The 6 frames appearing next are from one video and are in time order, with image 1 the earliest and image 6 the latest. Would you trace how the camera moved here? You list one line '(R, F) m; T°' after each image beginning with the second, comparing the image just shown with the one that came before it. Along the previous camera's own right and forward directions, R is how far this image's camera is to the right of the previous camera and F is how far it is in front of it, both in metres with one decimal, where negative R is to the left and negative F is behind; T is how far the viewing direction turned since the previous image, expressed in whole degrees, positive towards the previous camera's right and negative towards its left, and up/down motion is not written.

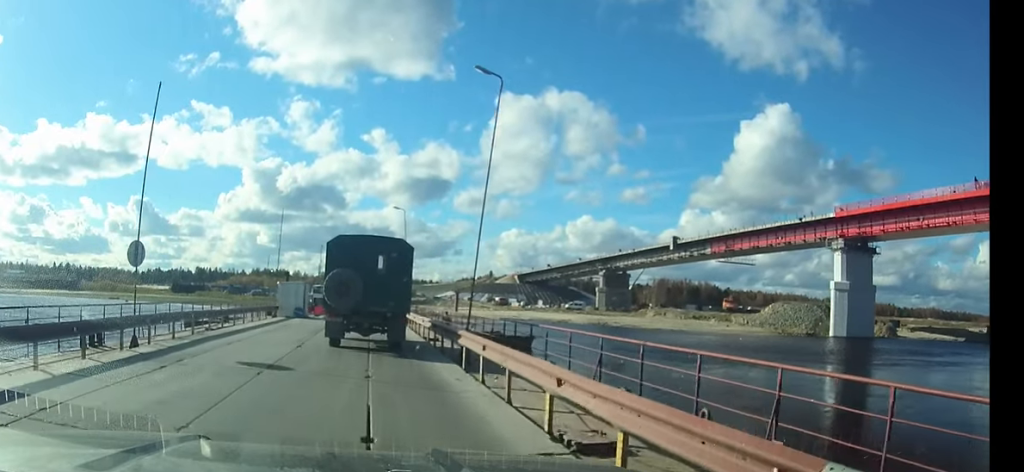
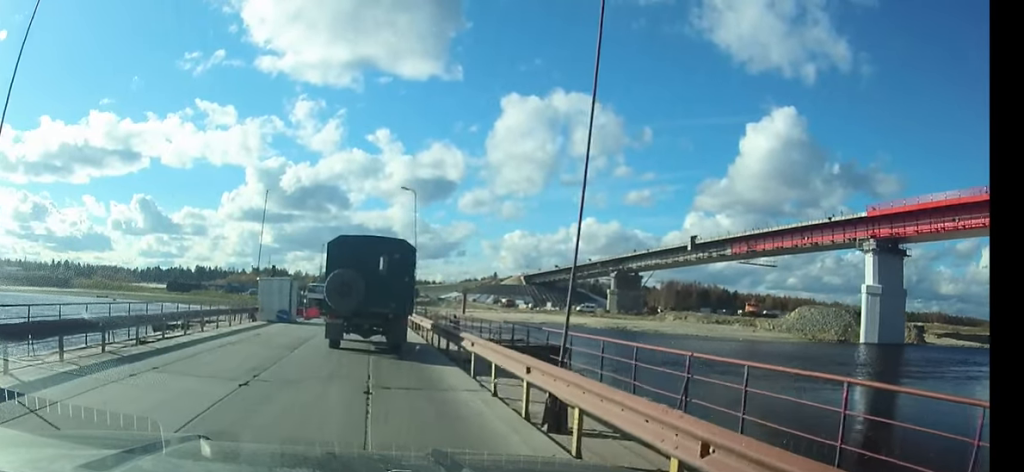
(0.0, +7.6) m; 0°
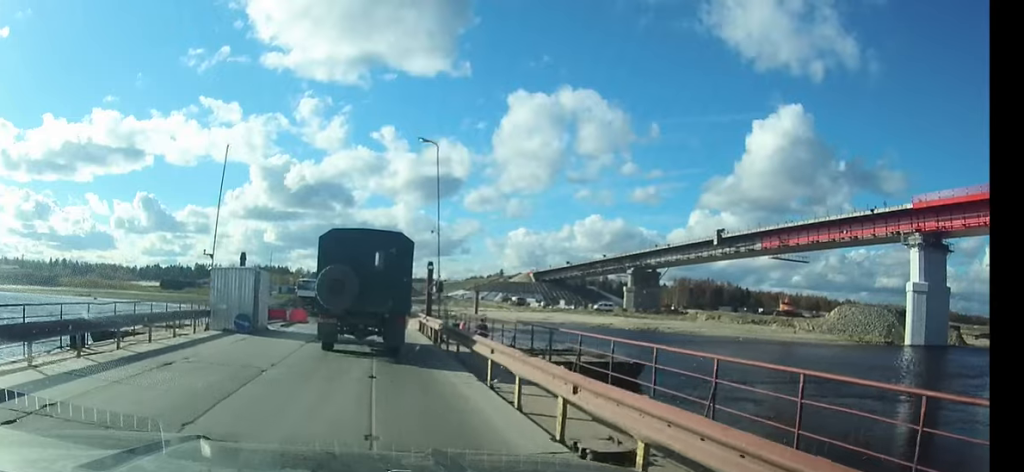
(0.0, +10.0) m; 0°
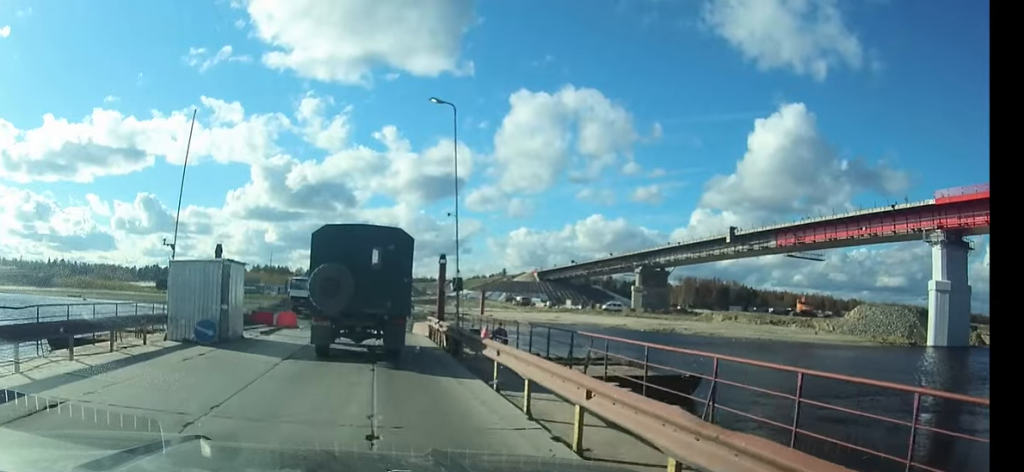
(0.0, +4.8) m; 0°
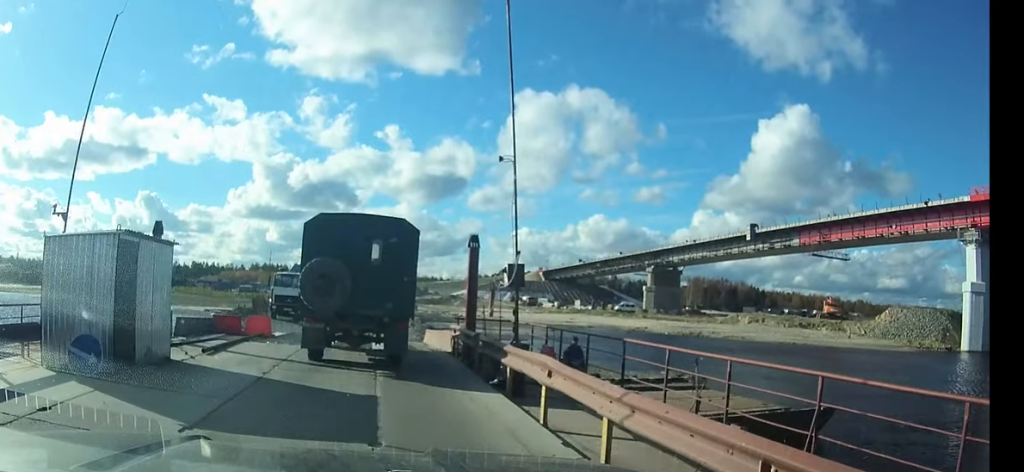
(0.0, +7.2) m; -1°
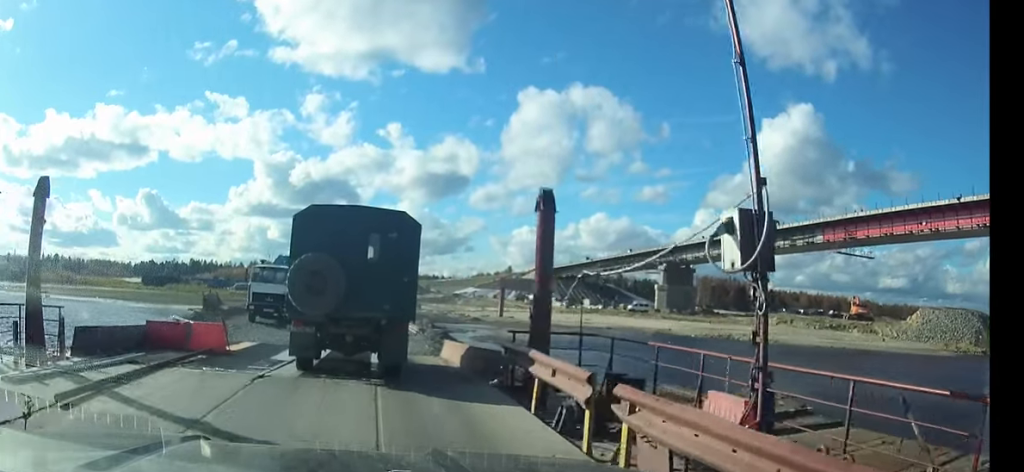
(-0.1, +6.9) m; -1°
